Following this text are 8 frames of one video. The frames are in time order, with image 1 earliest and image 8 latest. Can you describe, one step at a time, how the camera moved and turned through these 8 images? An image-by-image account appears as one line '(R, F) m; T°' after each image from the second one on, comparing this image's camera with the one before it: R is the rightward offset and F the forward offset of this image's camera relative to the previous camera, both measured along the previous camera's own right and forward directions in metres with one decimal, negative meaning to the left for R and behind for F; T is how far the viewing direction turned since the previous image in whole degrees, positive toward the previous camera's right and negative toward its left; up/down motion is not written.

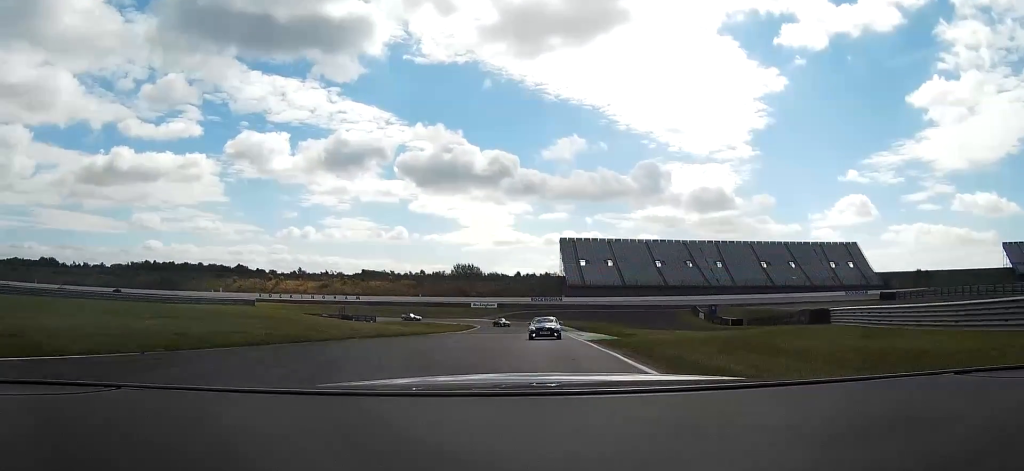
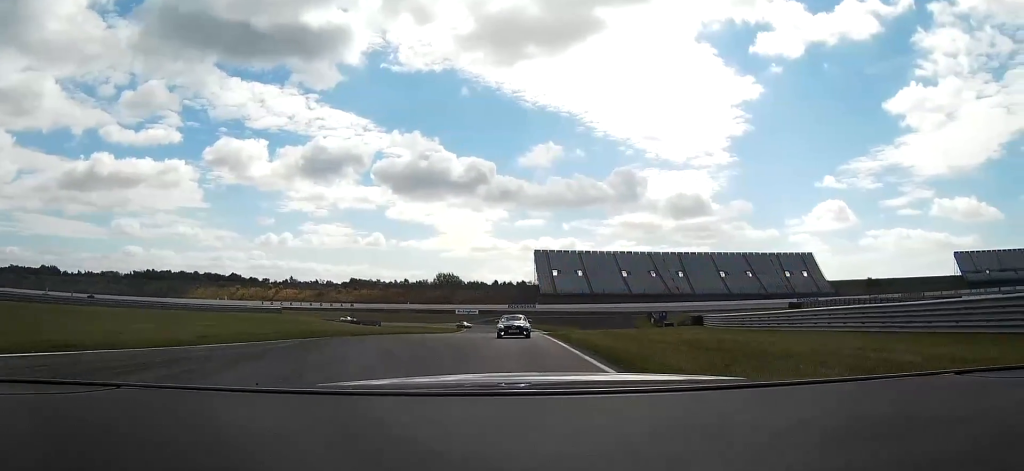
(-0.5, +24.9) m; 0°
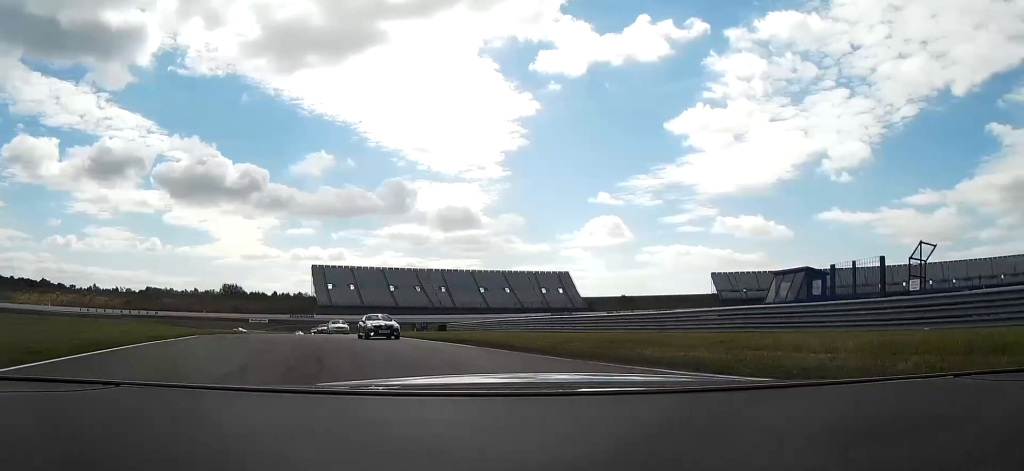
(+2.4, +27.8) m; +18°
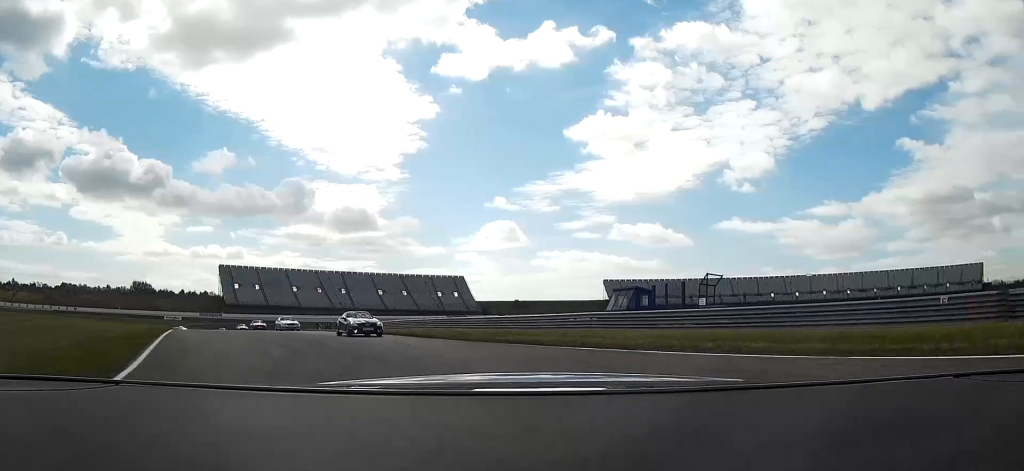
(+0.8, +9.6) m; +12°
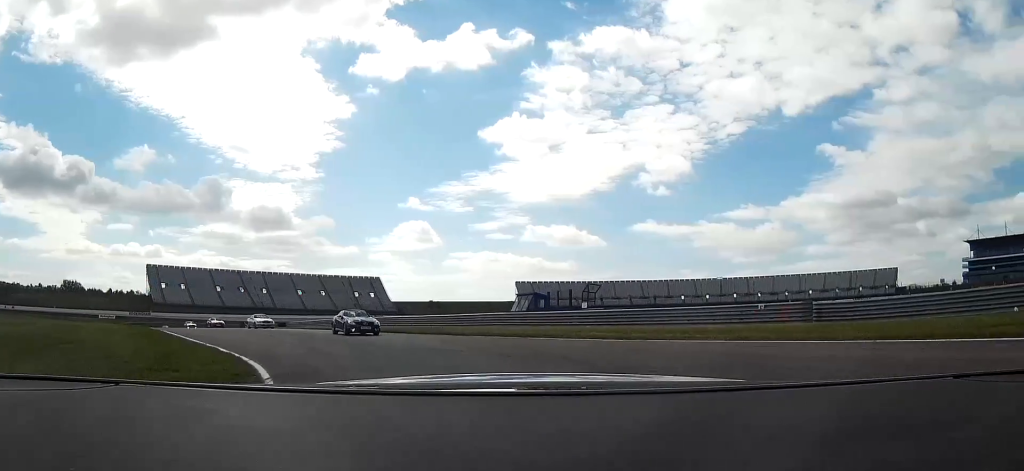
(+1.0, +8.1) m; +10°
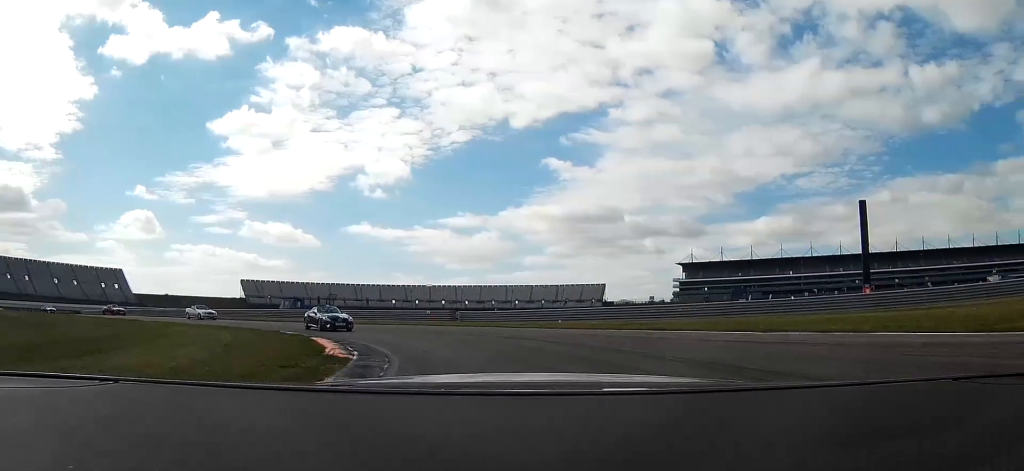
(+5.8, +23.2) m; +26°
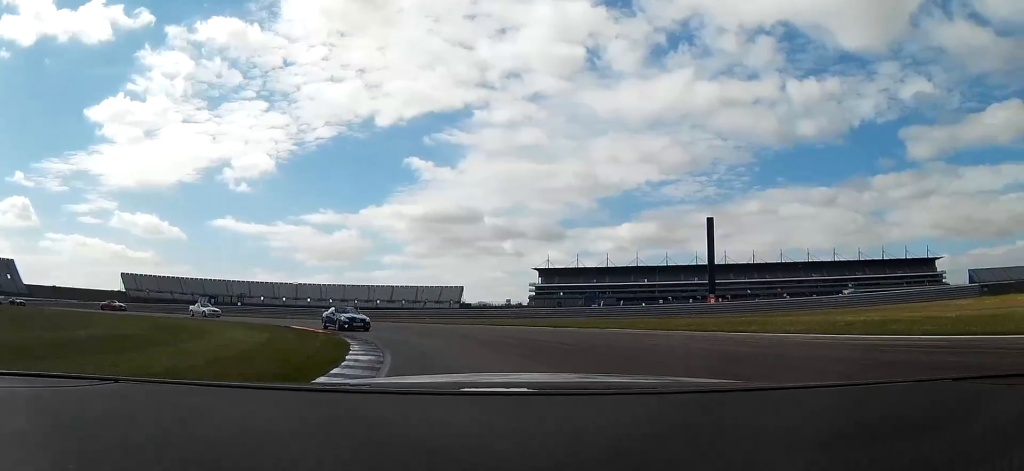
(+1.8, +14.5) m; +12°
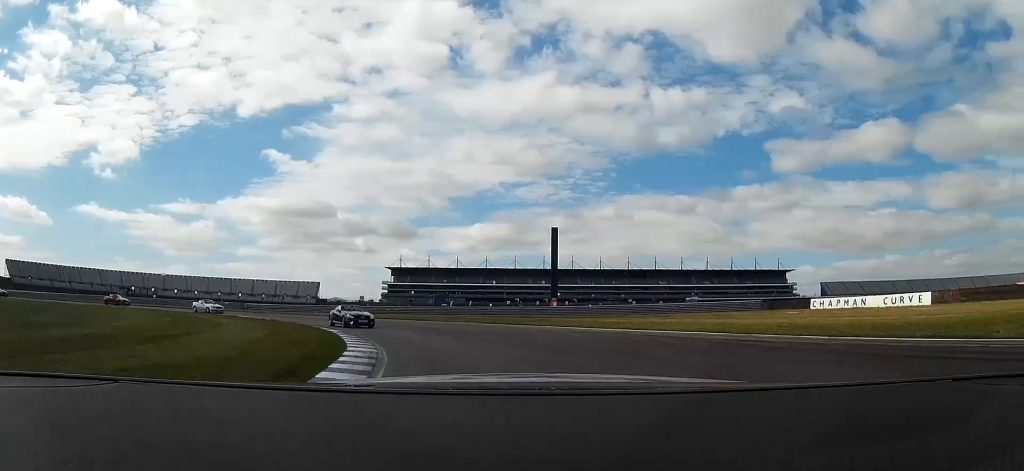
(+1.6, +15.5) m; +11°
